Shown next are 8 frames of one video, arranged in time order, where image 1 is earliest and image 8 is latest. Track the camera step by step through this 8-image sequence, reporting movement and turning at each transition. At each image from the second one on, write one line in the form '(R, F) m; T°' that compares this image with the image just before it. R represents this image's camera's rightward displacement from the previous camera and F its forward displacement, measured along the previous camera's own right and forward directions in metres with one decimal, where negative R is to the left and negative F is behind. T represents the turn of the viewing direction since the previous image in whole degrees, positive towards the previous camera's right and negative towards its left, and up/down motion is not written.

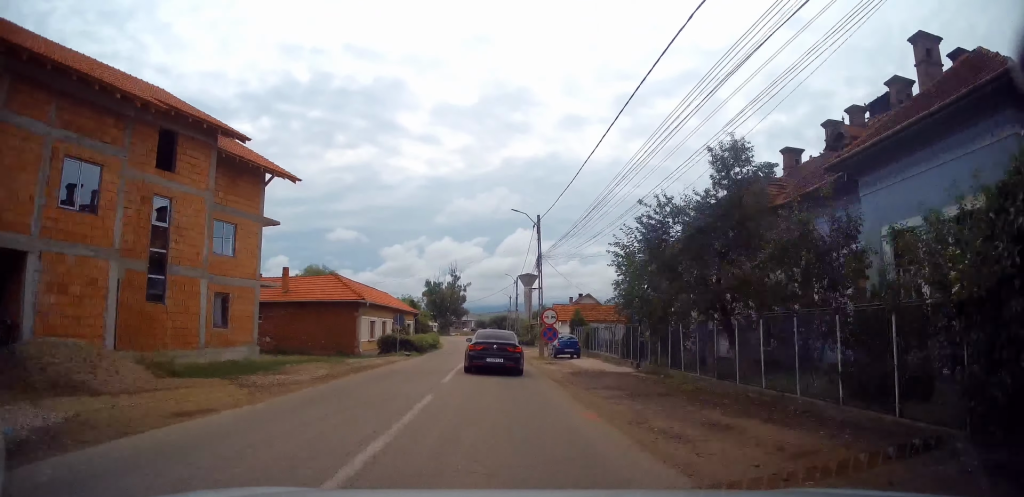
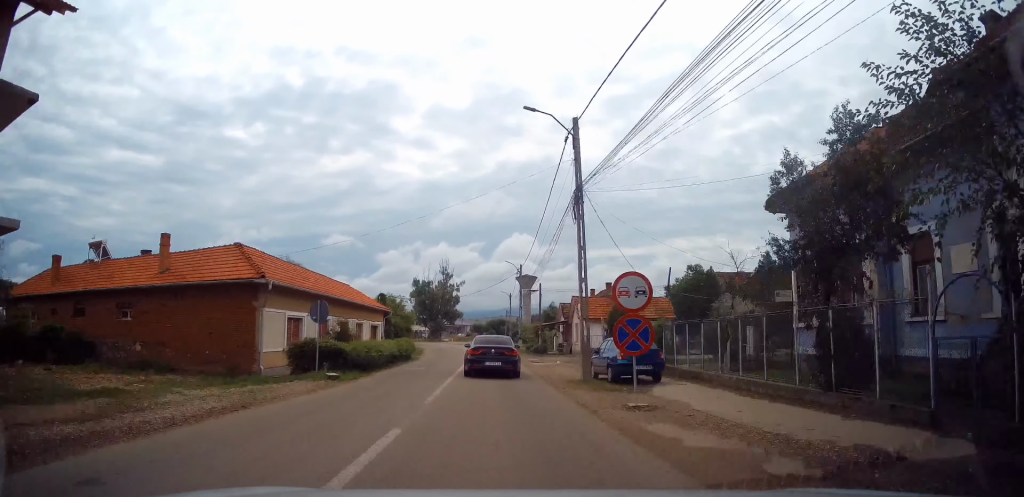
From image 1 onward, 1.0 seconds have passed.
(-0.1, +15.4) m; -1°
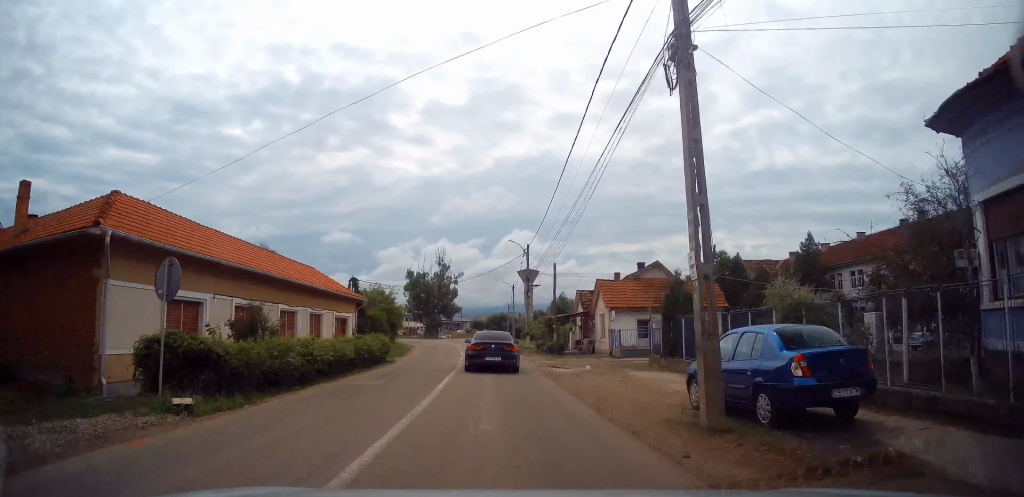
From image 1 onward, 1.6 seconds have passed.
(-0.1, +9.3) m; 0°
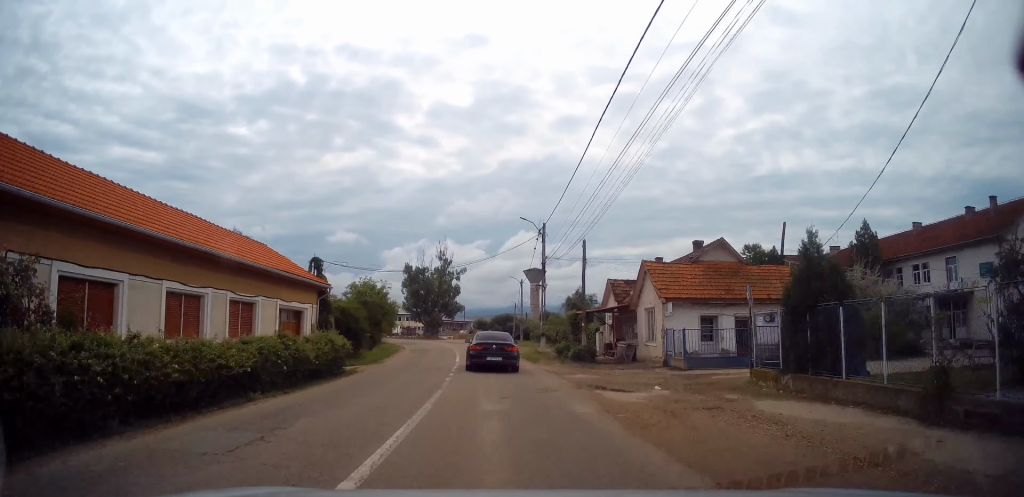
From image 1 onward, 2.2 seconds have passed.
(-0.1, +8.9) m; +1°
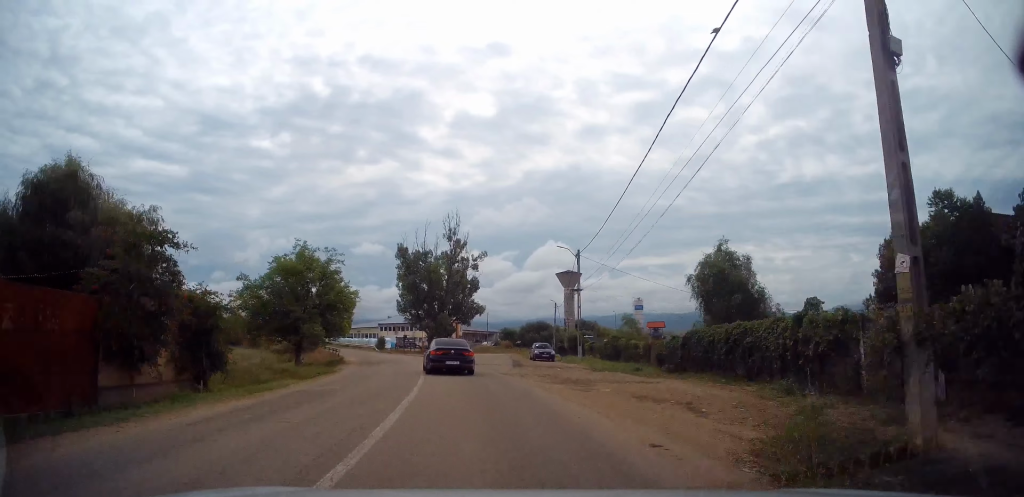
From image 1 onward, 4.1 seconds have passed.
(+0.1, +30.5) m; -3°
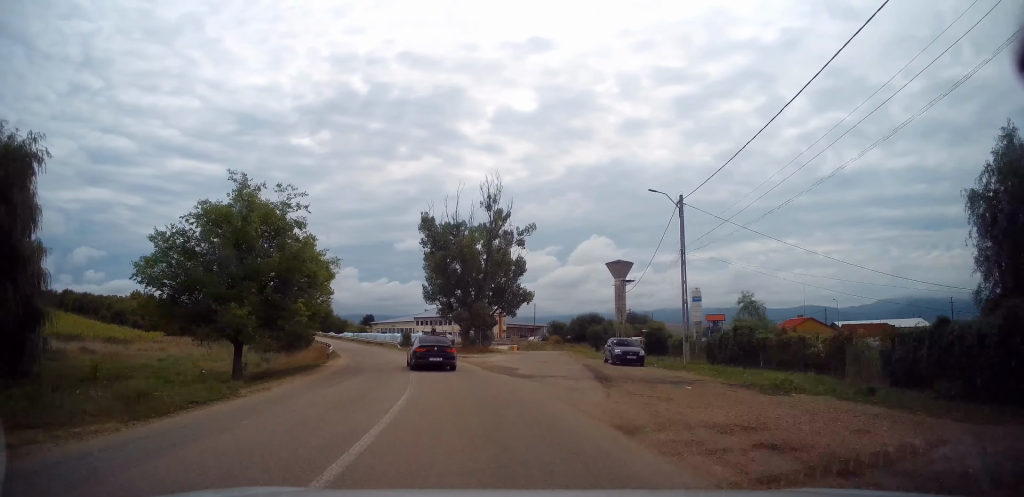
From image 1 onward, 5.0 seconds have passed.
(-0.5, +14.7) m; -5°
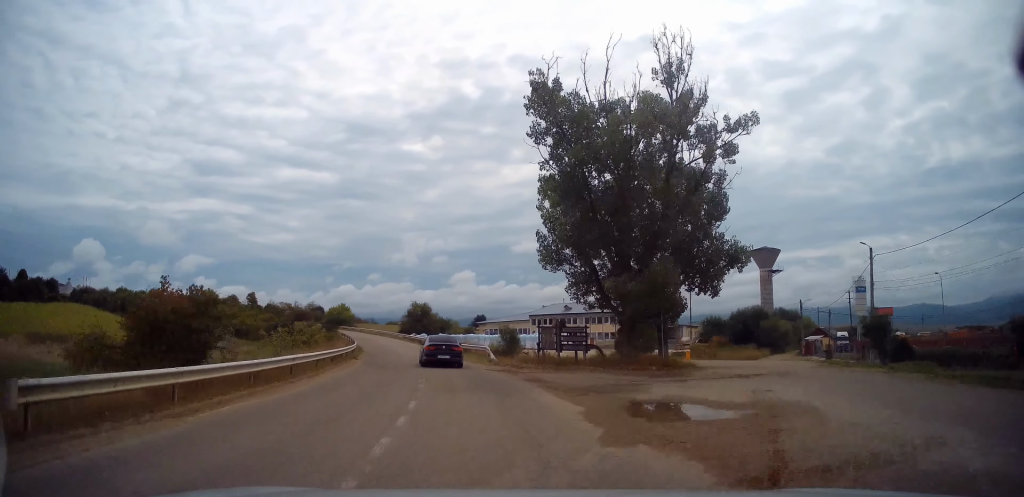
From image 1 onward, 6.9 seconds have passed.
(-2.4, +28.8) m; -10°
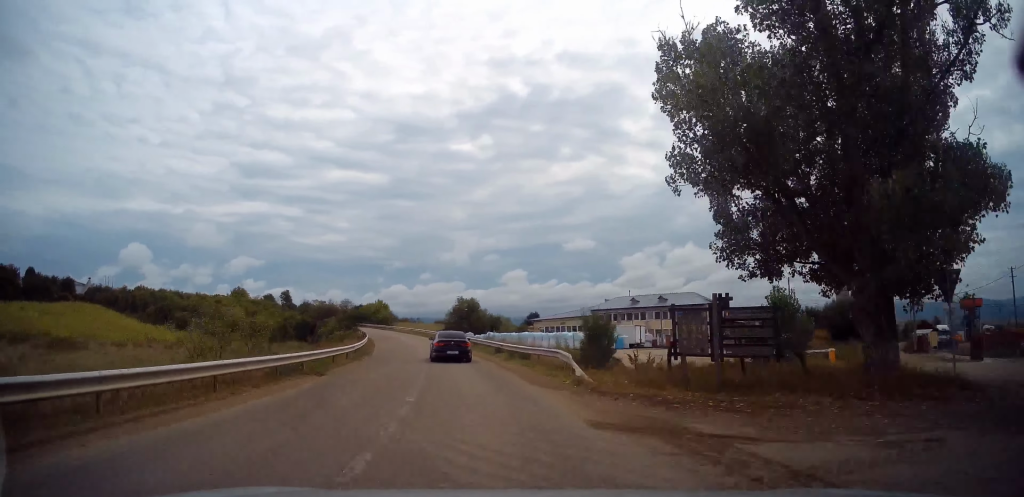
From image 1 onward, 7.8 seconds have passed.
(-1.0, +14.9) m; -6°
